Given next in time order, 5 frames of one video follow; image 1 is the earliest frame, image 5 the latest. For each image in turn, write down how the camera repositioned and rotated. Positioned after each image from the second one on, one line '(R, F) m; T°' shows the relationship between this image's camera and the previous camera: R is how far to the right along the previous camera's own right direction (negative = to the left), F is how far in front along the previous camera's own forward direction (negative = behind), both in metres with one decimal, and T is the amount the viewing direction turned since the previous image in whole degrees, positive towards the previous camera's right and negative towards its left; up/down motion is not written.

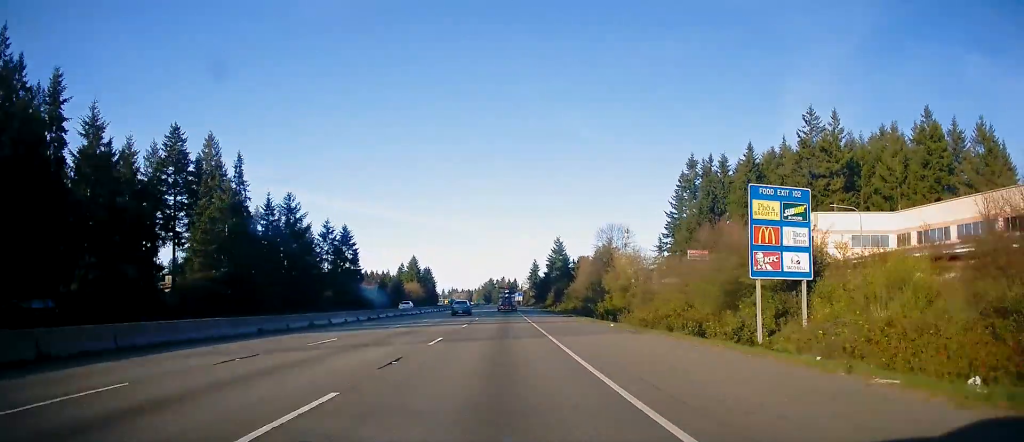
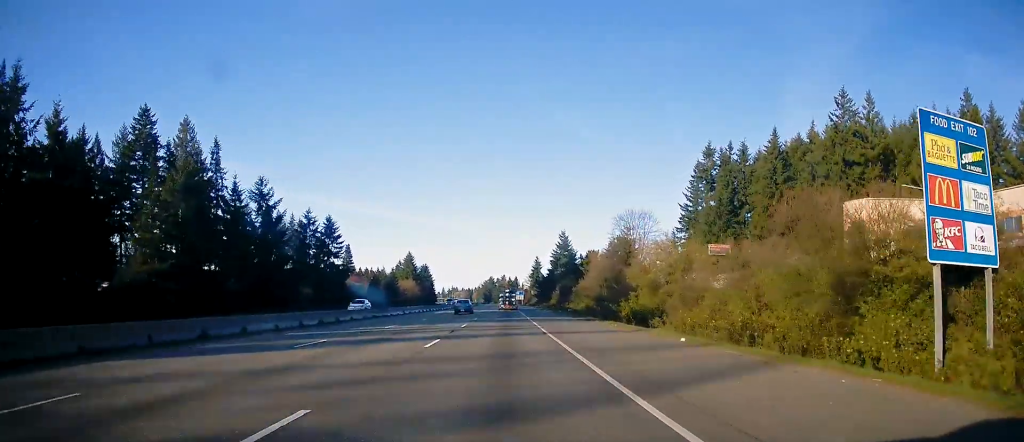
(+0.1, +13.6) m; 0°
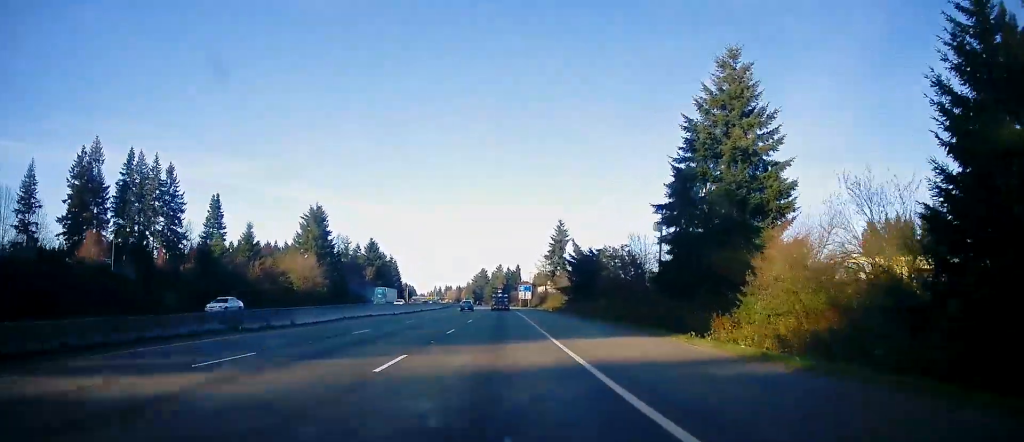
(-1.4, +122.6) m; -1°
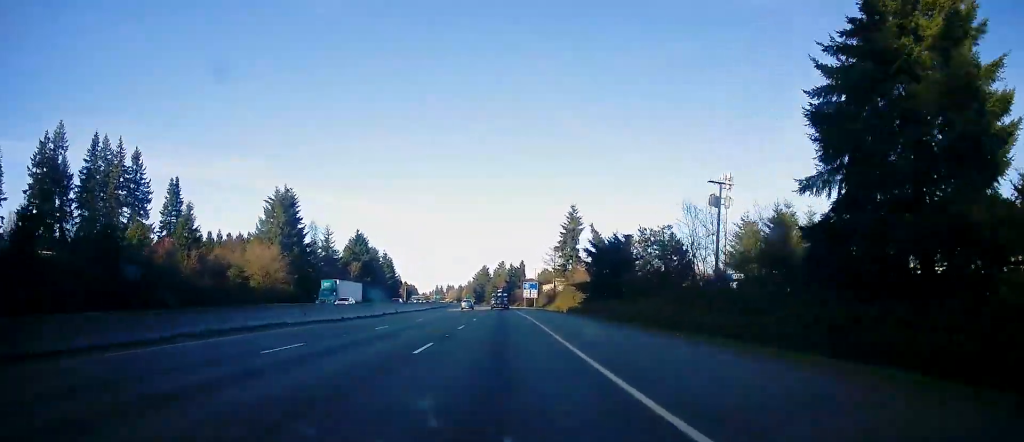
(-0.1, +21.2) m; 0°
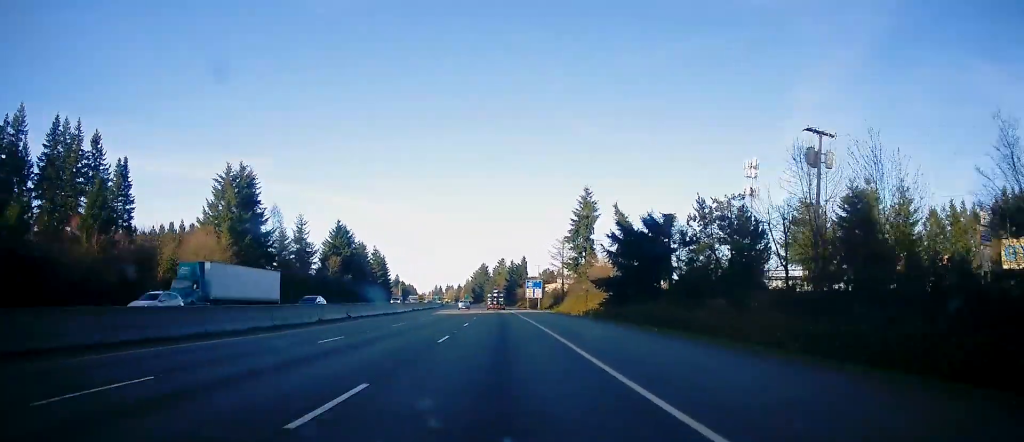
(+0.2, +20.1) m; 0°
